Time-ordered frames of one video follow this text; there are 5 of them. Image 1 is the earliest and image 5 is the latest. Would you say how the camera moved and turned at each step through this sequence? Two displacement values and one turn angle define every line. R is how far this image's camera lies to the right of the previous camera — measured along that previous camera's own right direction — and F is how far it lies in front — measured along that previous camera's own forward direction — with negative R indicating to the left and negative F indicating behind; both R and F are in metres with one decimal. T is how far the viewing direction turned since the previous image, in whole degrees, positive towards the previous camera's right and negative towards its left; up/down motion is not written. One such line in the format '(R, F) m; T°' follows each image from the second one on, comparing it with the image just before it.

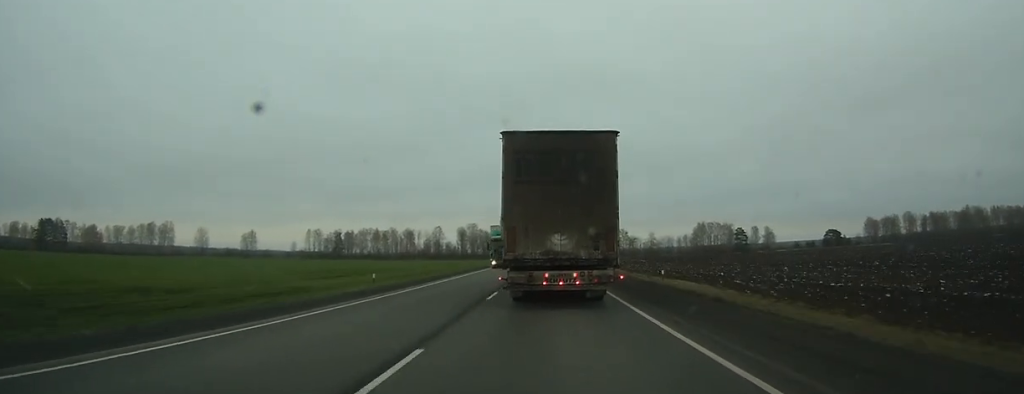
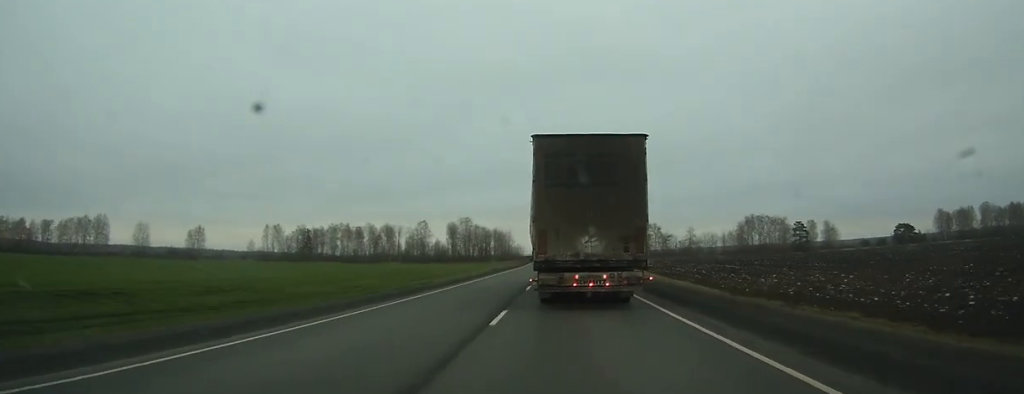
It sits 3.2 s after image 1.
(0.0, +78.2) m; 0°
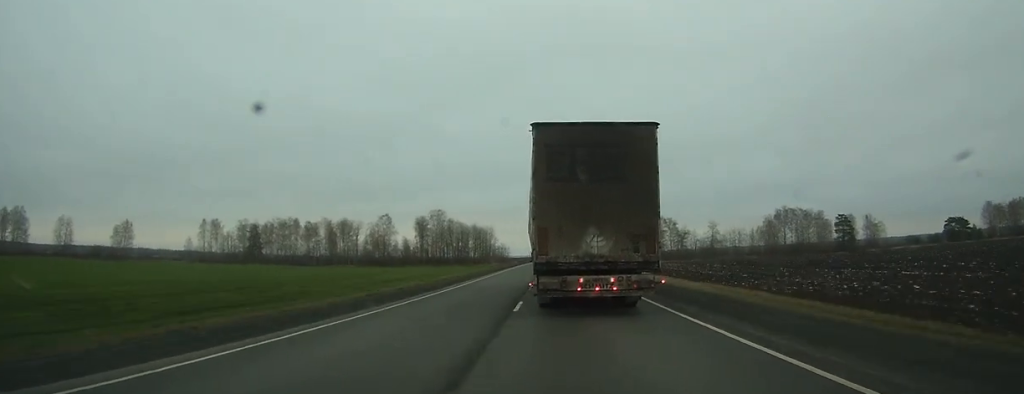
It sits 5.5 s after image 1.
(0.0, +57.2) m; 0°
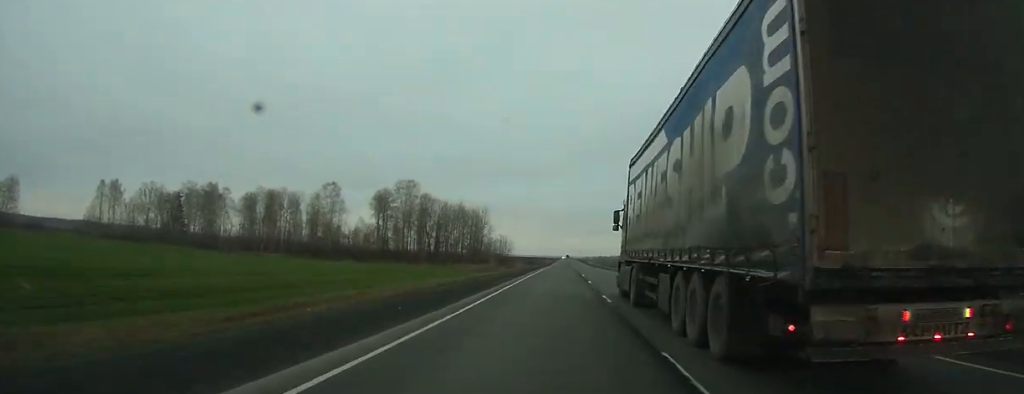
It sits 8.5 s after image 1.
(-0.6, +80.7) m; -1°
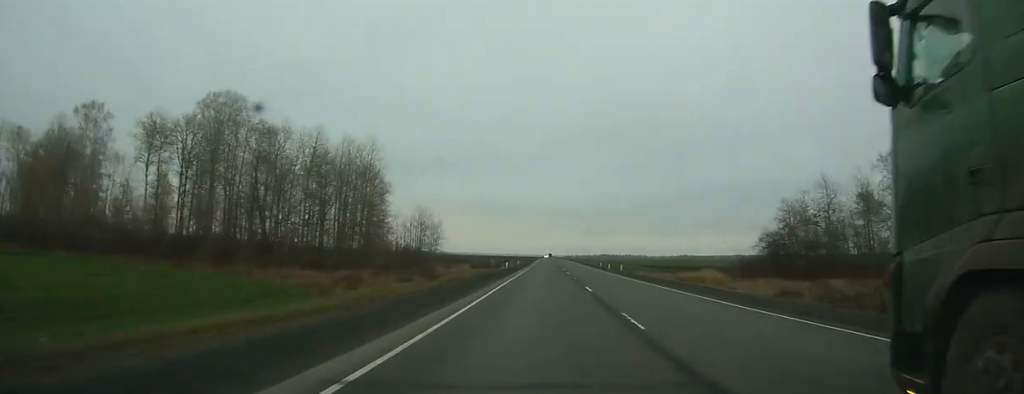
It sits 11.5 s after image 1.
(+0.4, +88.7) m; +1°
